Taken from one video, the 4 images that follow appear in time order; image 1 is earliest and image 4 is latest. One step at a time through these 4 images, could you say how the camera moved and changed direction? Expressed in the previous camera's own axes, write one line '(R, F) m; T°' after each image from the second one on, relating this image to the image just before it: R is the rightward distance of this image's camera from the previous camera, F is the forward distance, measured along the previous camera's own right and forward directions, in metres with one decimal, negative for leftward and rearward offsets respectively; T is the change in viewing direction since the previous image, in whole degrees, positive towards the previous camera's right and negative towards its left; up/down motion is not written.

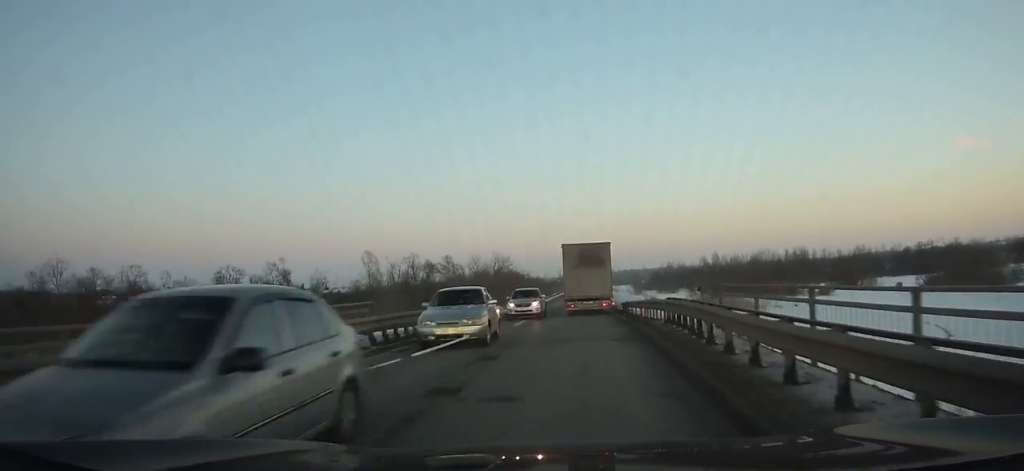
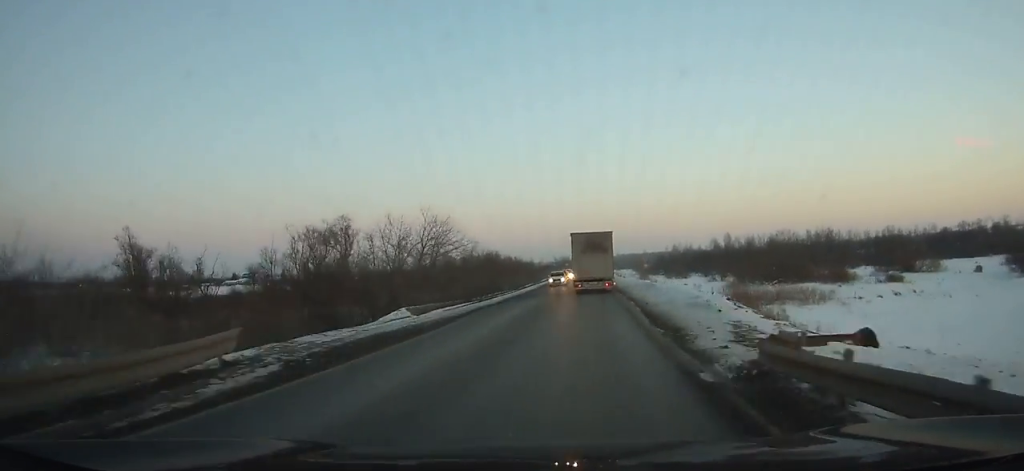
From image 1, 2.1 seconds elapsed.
(0.0, +28.0) m; 0°
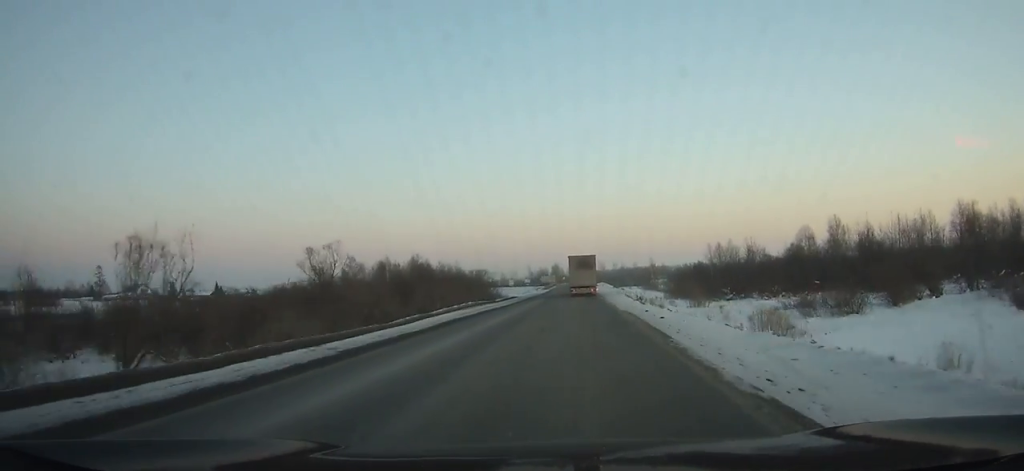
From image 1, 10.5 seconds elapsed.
(+0.6, +116.5) m; +1°
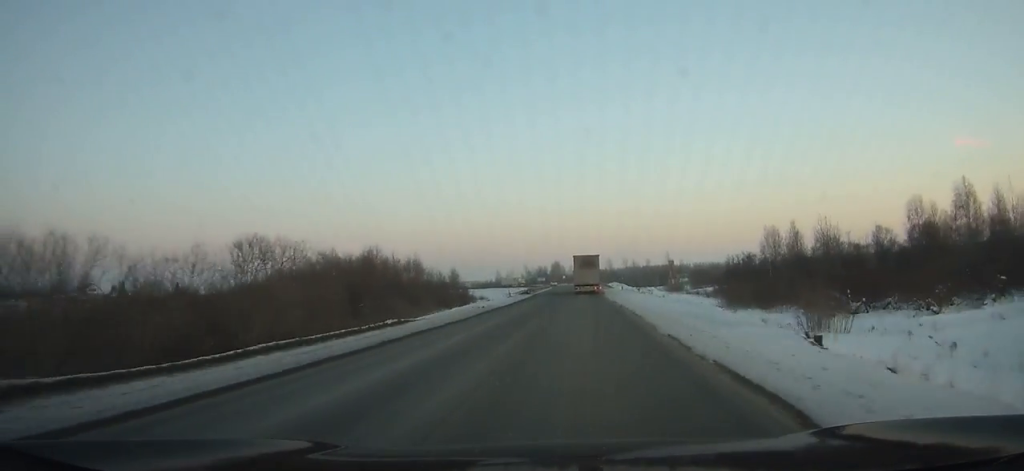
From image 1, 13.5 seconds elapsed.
(-0.1, +44.0) m; 0°
